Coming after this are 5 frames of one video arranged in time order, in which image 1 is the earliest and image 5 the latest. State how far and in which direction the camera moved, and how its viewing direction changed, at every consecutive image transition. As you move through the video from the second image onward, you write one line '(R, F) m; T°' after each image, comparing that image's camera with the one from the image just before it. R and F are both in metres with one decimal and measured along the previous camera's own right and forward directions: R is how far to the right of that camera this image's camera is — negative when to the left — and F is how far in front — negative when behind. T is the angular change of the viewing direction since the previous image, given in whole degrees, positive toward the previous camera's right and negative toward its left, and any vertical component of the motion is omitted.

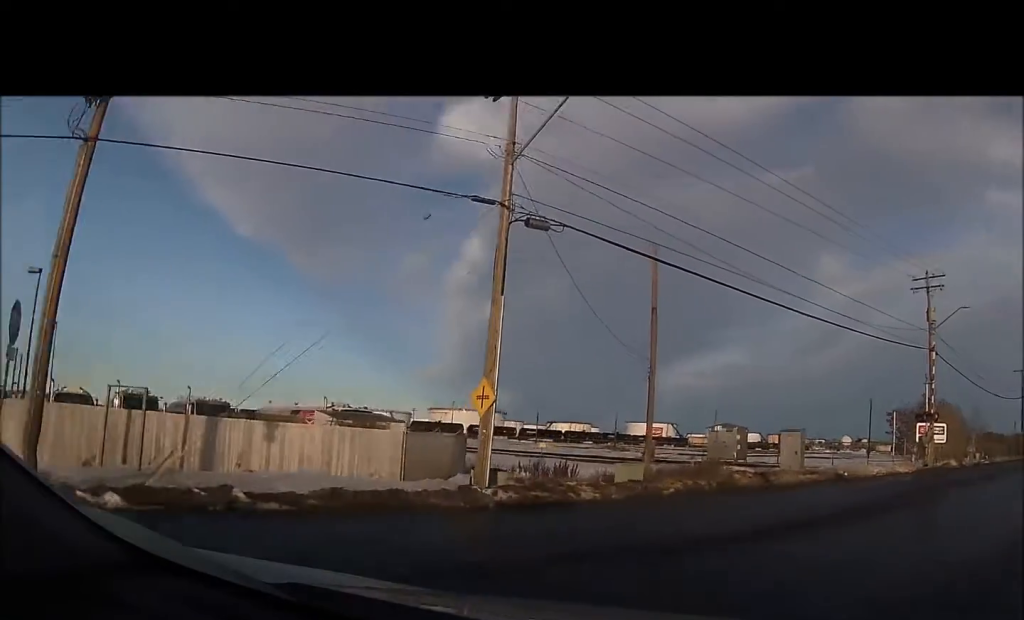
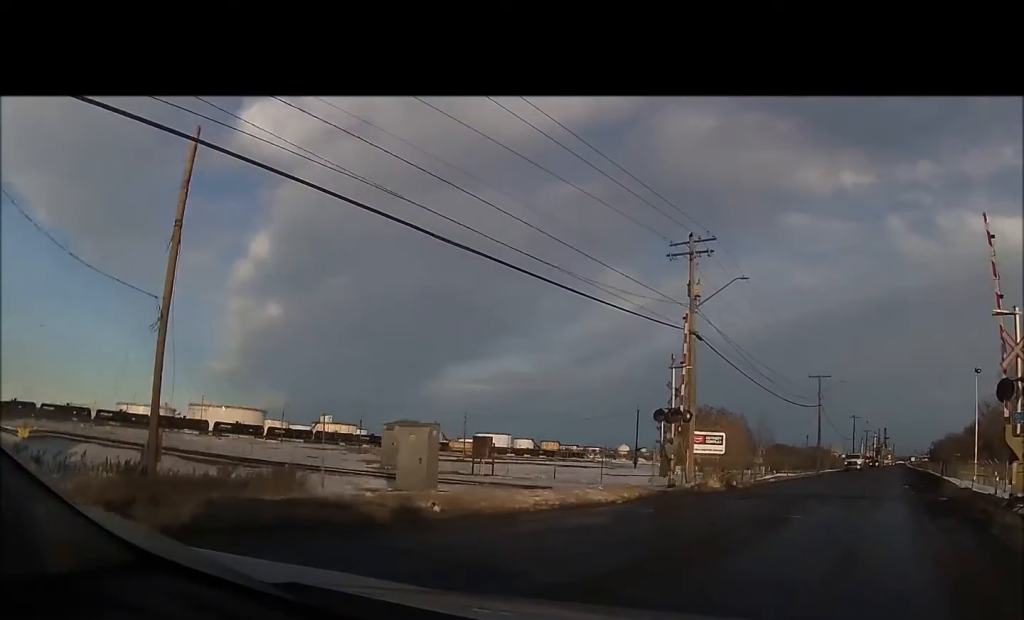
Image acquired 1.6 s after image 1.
(+3.1, +12.7) m; +14°
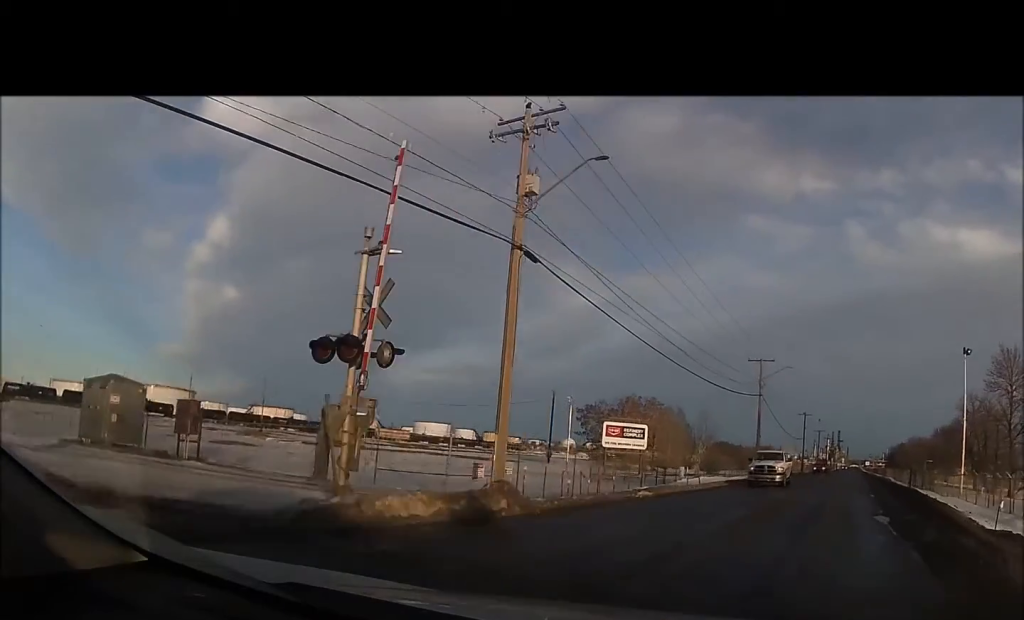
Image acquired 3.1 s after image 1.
(+0.4, +15.0) m; +5°
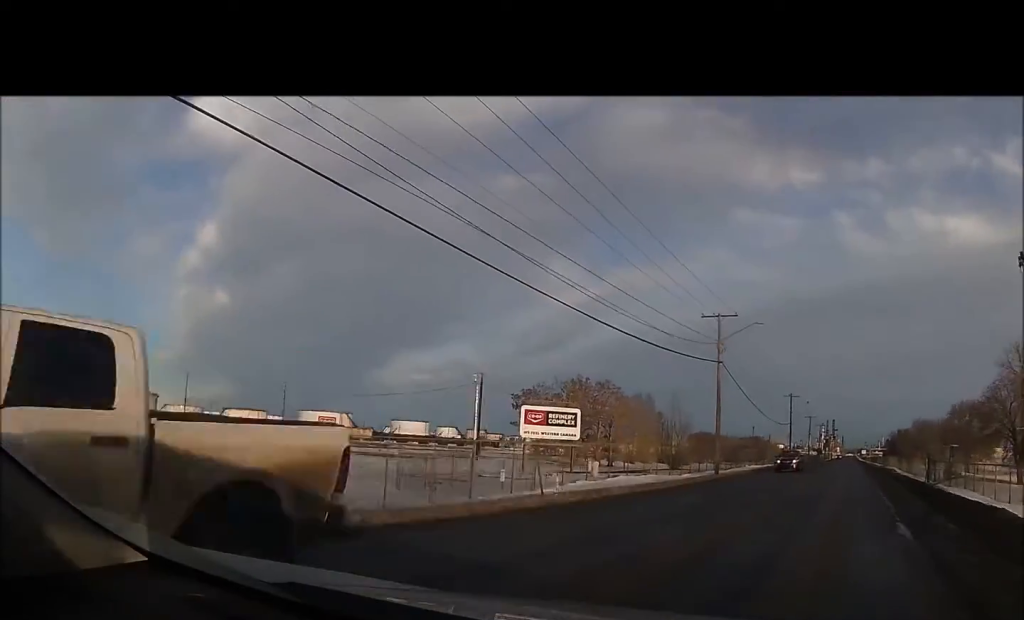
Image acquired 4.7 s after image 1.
(+0.8, +19.3) m; +3°
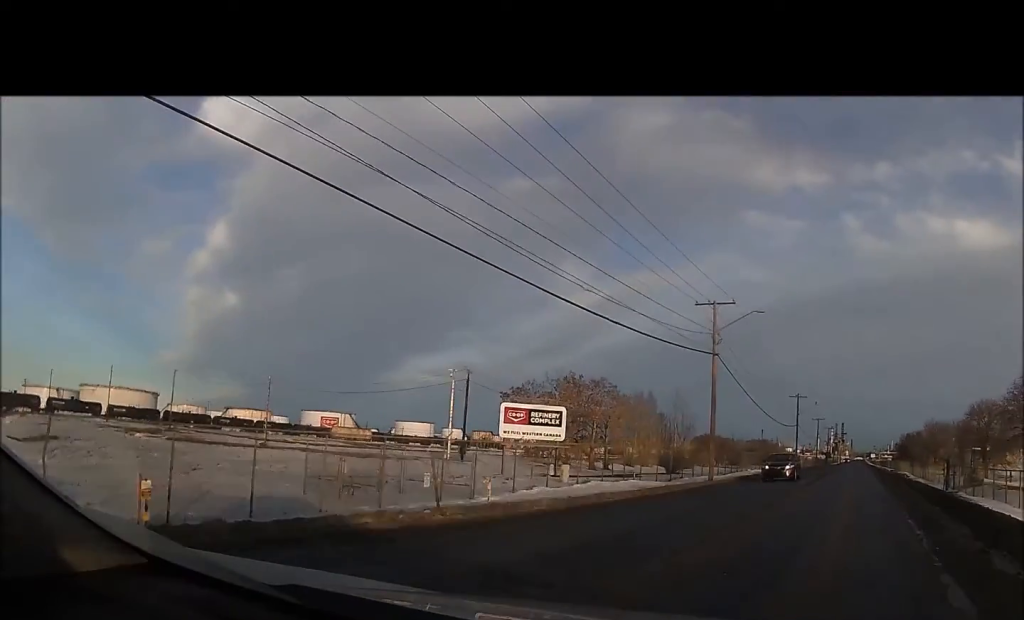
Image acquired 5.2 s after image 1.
(0.0, +6.1) m; 0°
